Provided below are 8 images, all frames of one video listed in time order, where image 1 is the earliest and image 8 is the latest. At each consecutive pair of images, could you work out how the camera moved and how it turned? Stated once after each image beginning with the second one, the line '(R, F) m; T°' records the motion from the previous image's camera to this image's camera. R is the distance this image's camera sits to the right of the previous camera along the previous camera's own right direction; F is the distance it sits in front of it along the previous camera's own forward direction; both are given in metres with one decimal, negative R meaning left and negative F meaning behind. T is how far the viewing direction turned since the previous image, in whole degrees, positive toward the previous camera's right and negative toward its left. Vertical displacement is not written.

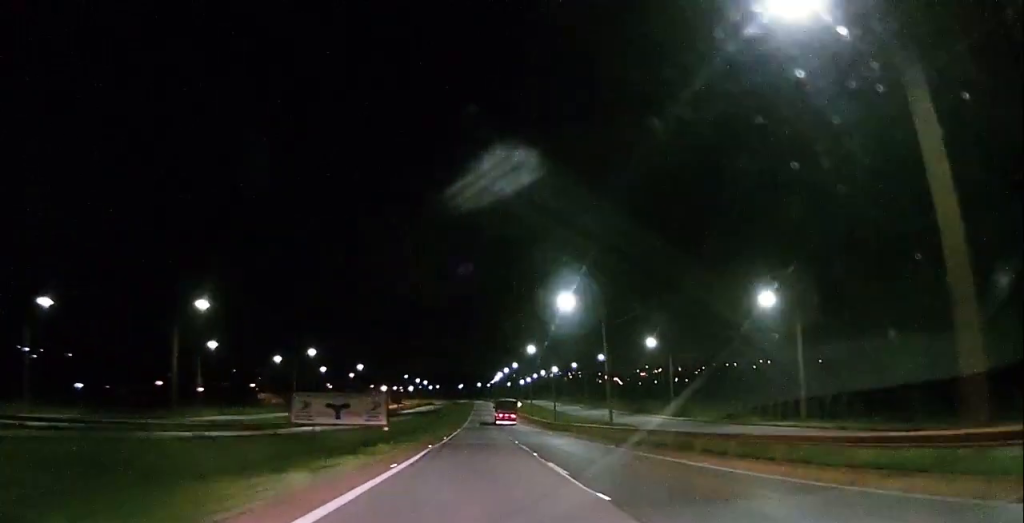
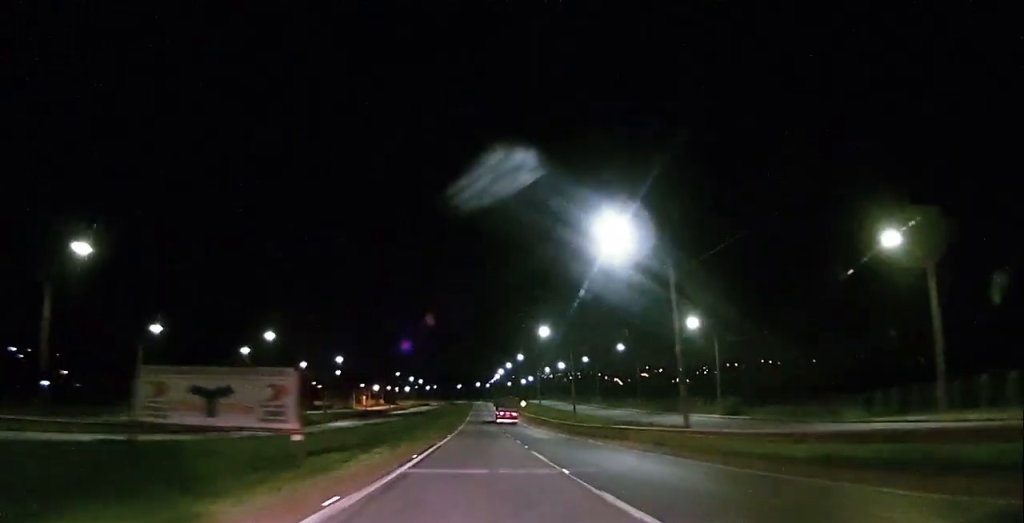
(-0.3, +19.2) m; +1°
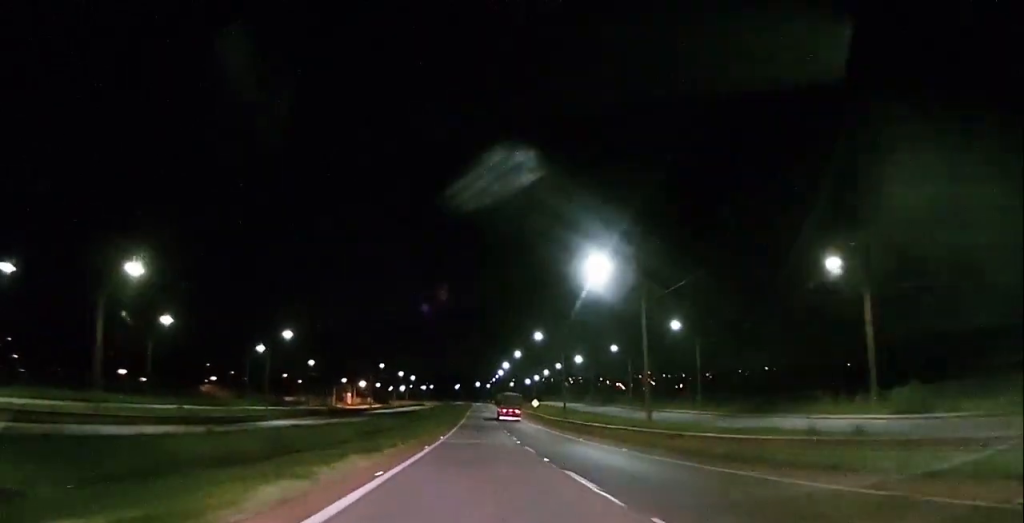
(+0.7, +32.1) m; 0°
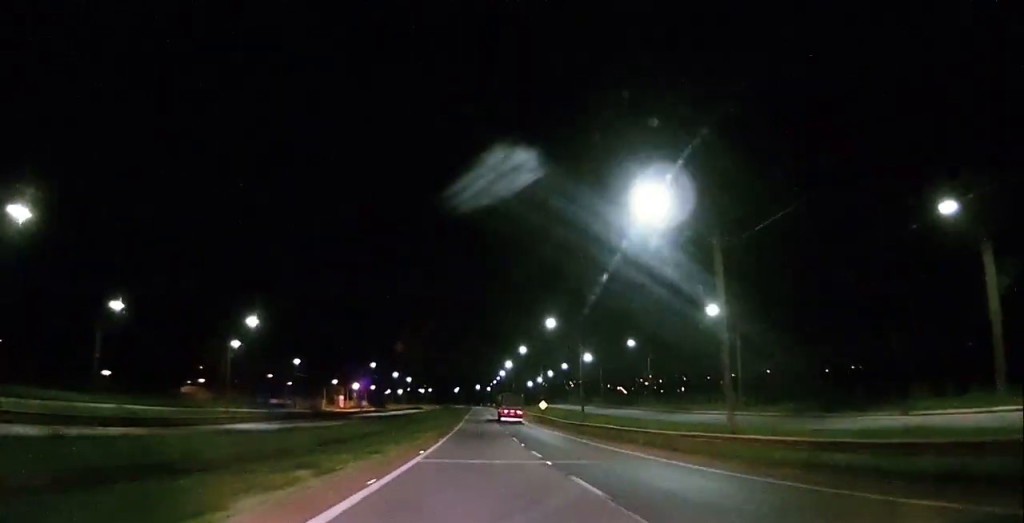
(-0.2, +13.6) m; 0°
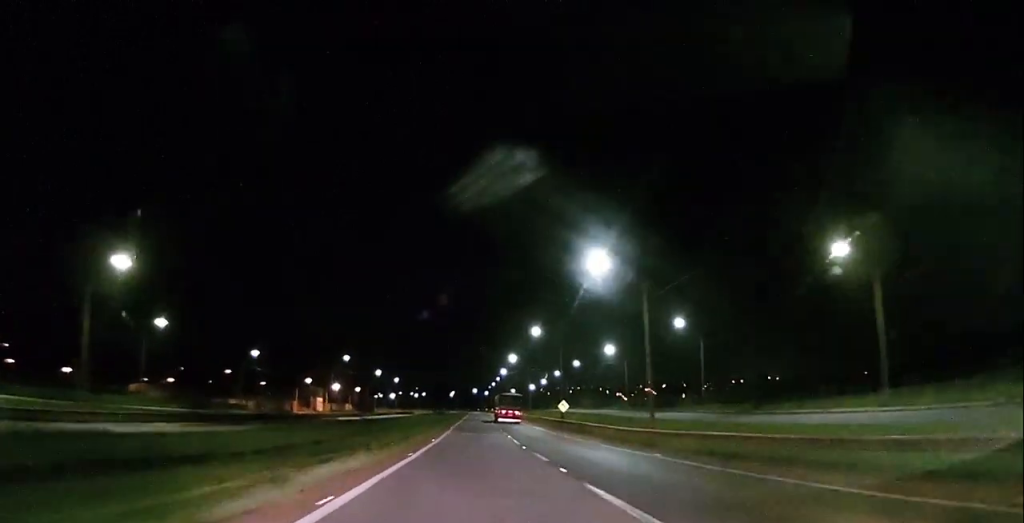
(-0.1, +27.4) m; 0°
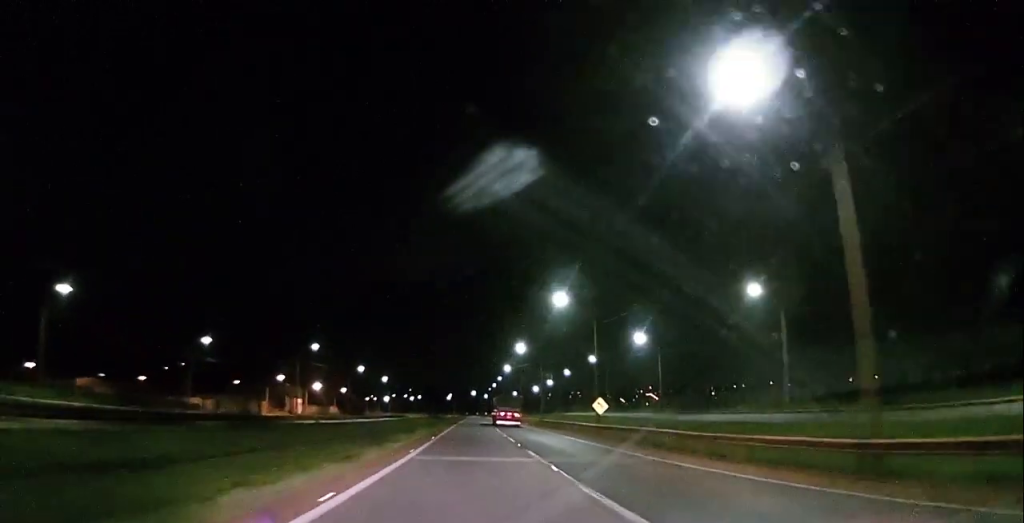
(0.0, +23.2) m; +1°
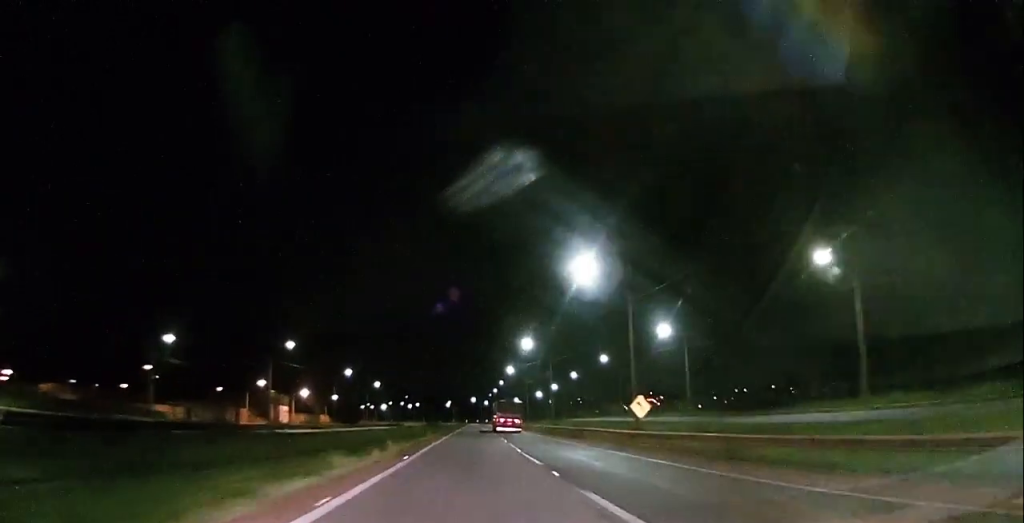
(-0.2, +13.1) m; +1°
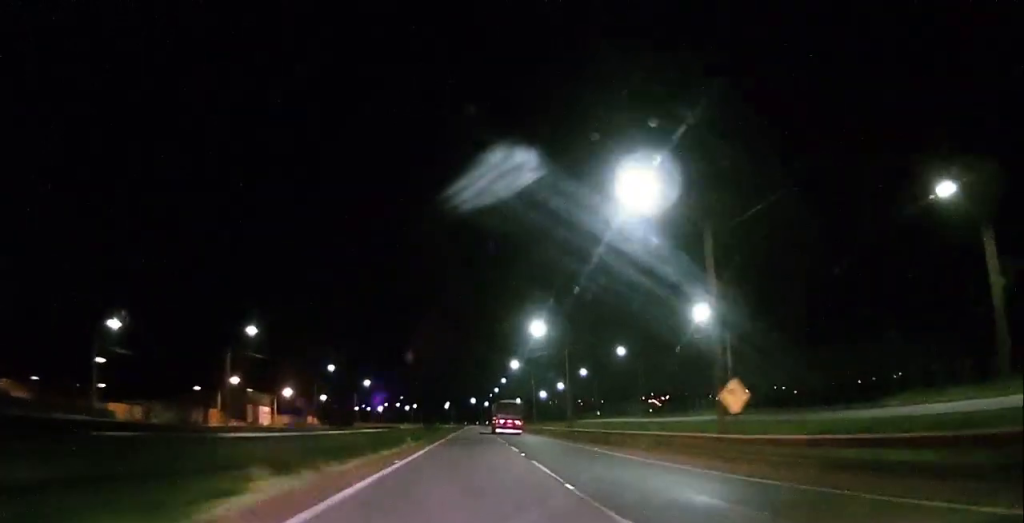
(+0.4, +15.1) m; 0°
